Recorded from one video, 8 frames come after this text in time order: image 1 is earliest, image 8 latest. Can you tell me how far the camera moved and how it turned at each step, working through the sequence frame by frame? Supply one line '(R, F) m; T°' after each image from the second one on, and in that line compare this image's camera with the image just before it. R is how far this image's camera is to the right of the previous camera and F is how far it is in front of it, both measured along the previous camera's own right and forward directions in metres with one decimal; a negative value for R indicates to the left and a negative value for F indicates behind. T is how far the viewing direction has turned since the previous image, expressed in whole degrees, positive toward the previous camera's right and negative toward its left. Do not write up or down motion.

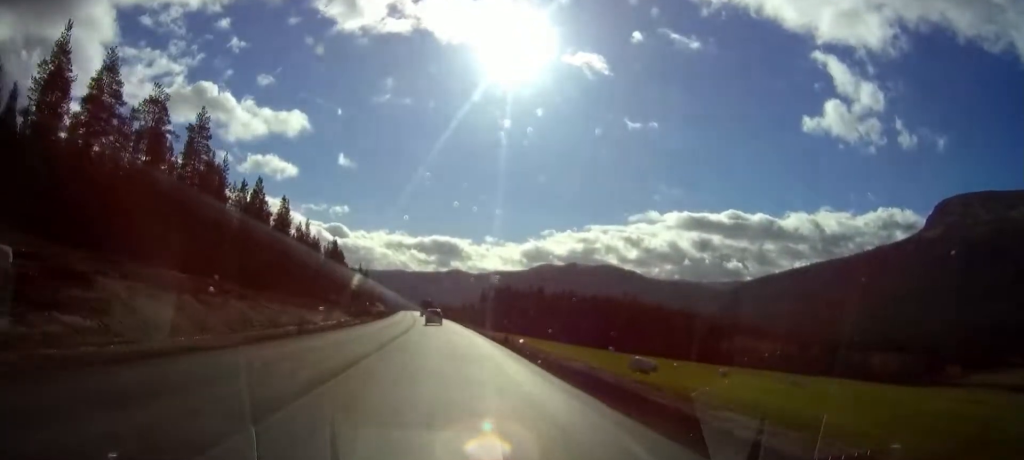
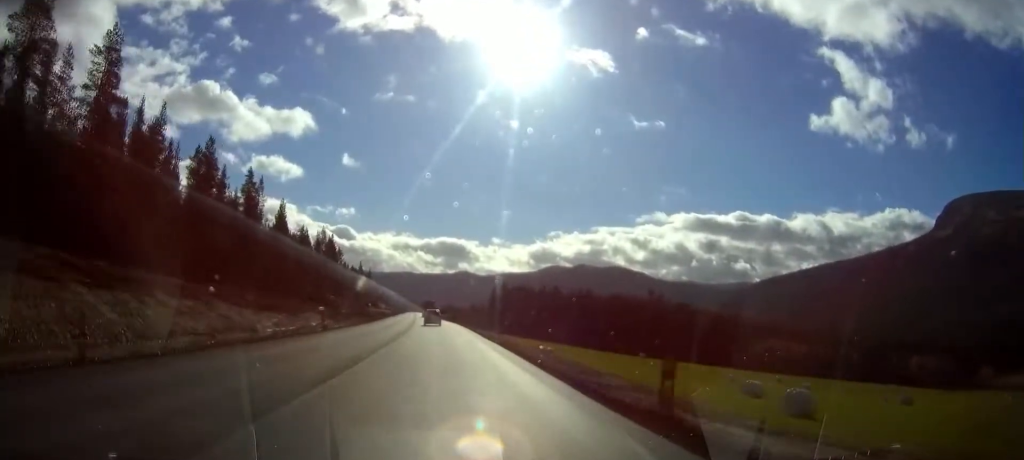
(0.0, +23.8) m; 0°
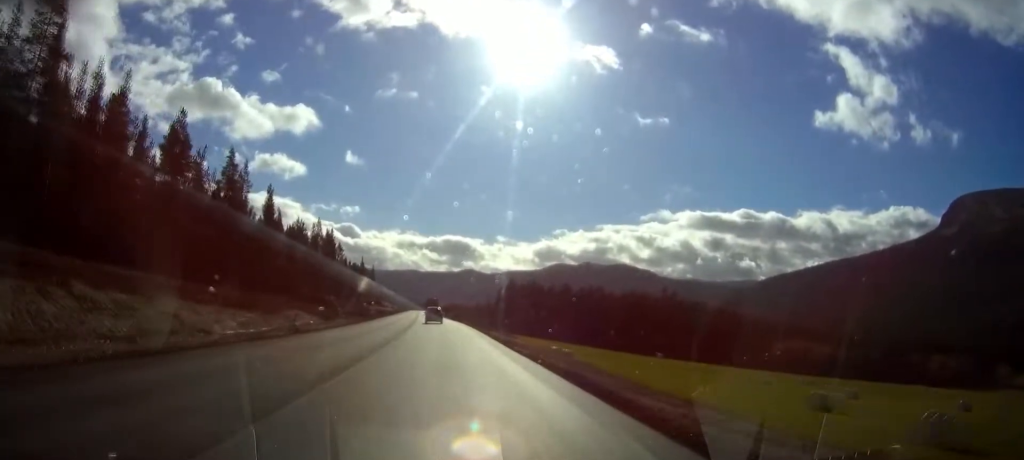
(0.0, +10.1) m; 0°
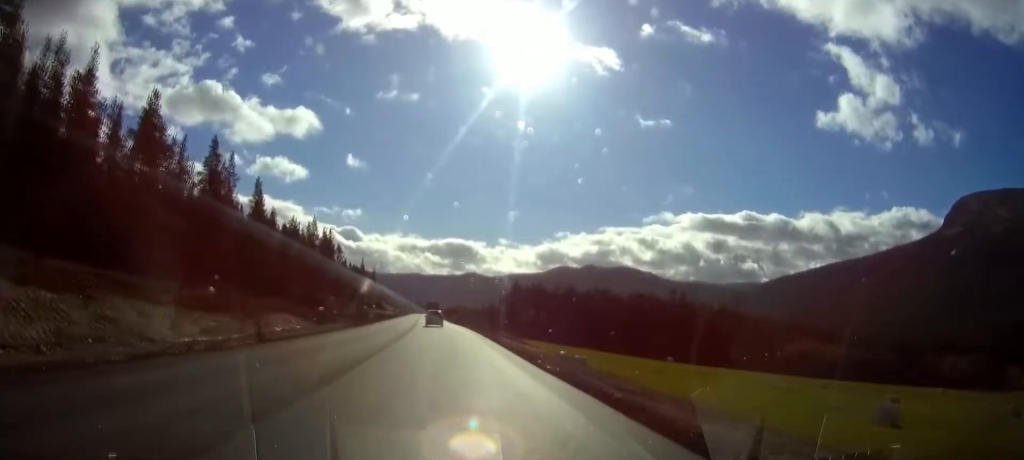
(0.0, +7.2) m; 0°
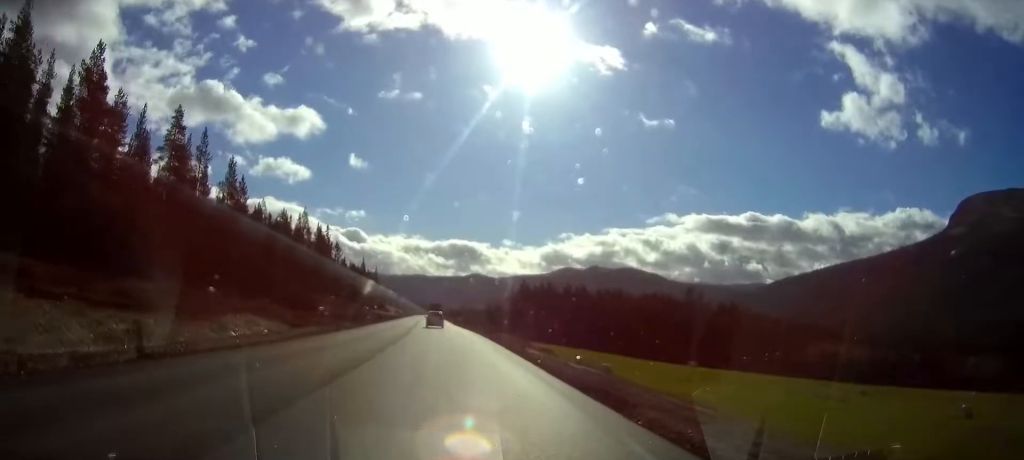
(0.0, +11.9) m; -1°
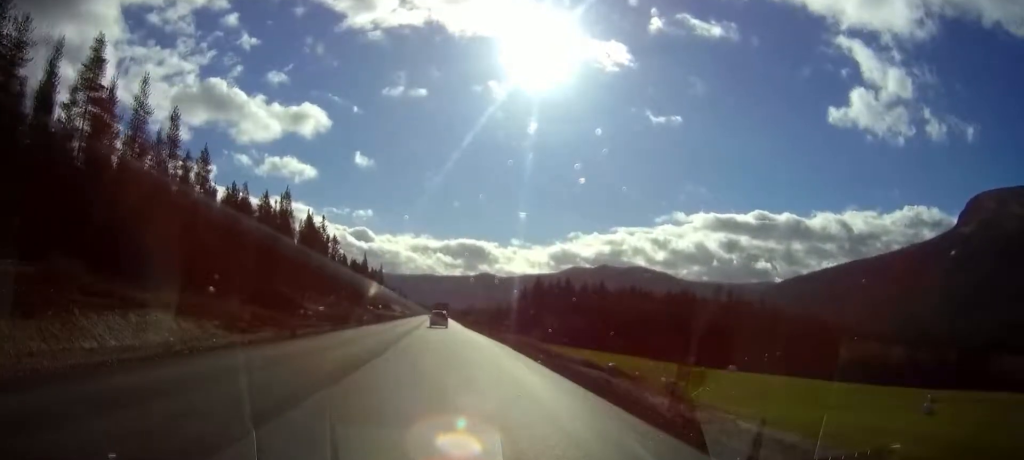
(-0.2, +18.2) m; -1°
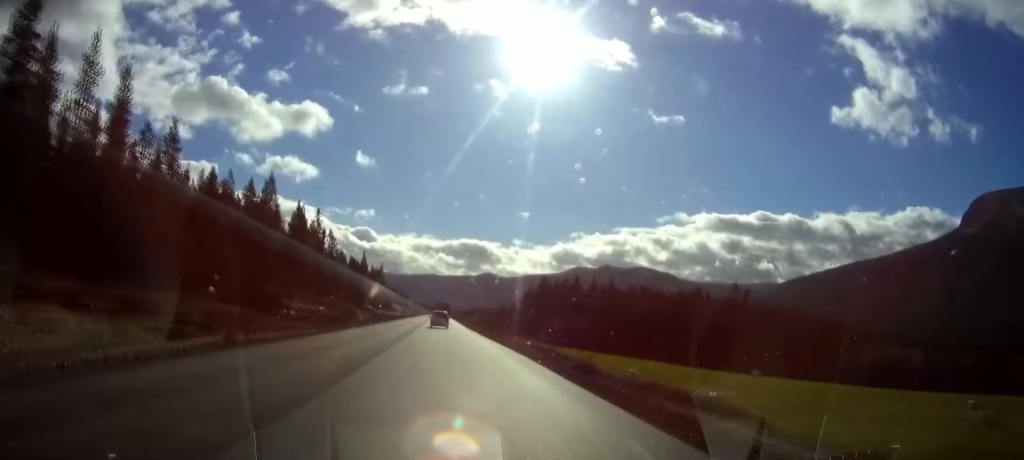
(0.0, +10.1) m; 0°
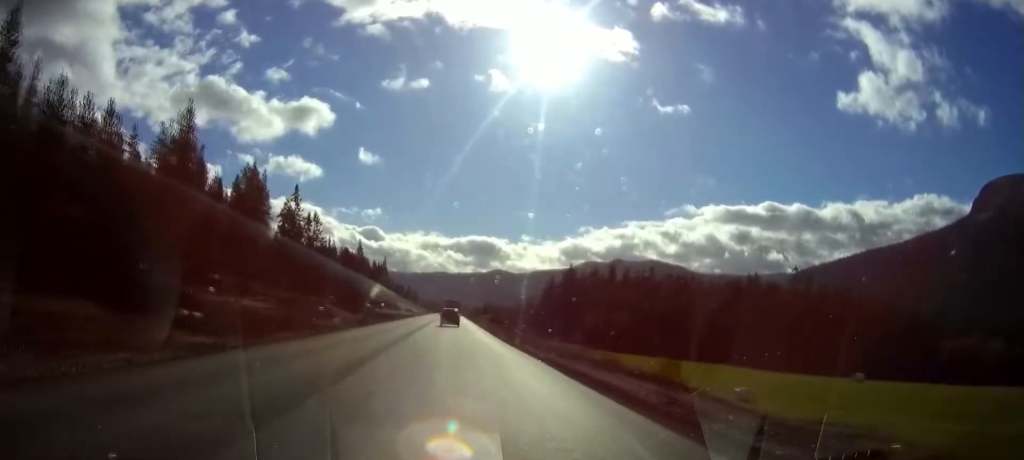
(-0.1, +30.5) m; -1°
